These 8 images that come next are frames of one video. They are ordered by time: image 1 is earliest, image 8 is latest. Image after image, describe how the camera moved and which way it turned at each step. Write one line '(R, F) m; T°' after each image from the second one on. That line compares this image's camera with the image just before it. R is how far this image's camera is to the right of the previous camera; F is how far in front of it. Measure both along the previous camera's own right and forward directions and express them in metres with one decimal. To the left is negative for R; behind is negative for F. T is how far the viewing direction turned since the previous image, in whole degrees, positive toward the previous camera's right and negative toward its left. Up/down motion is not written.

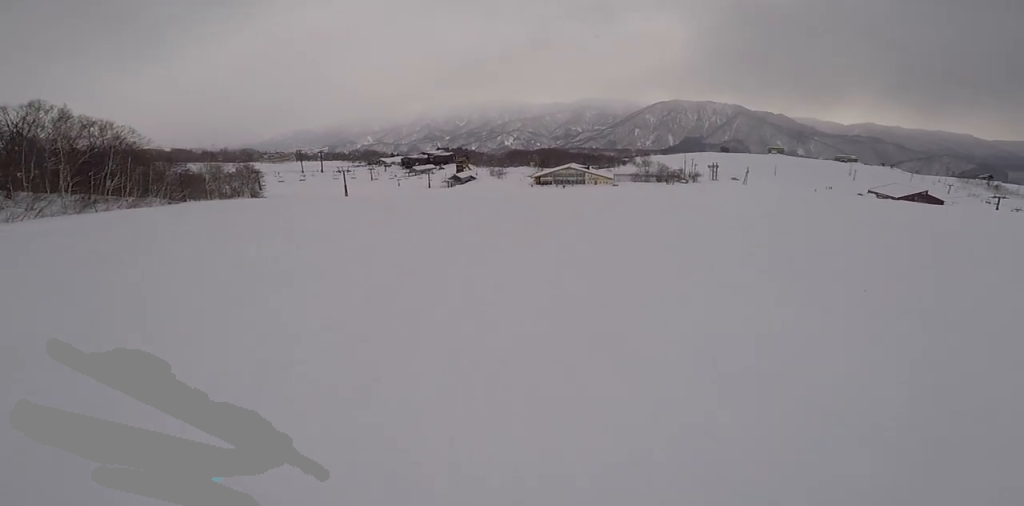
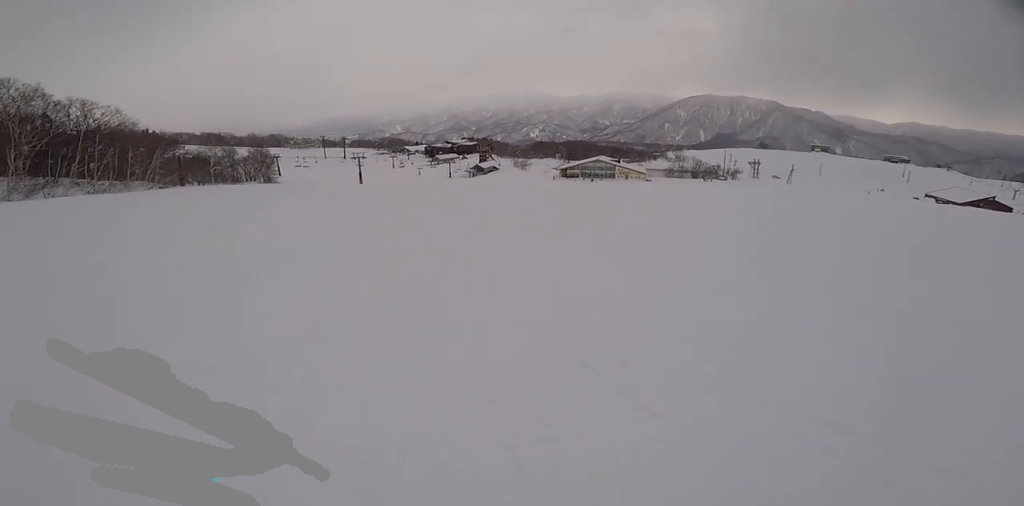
(-0.1, +10.1) m; 0°
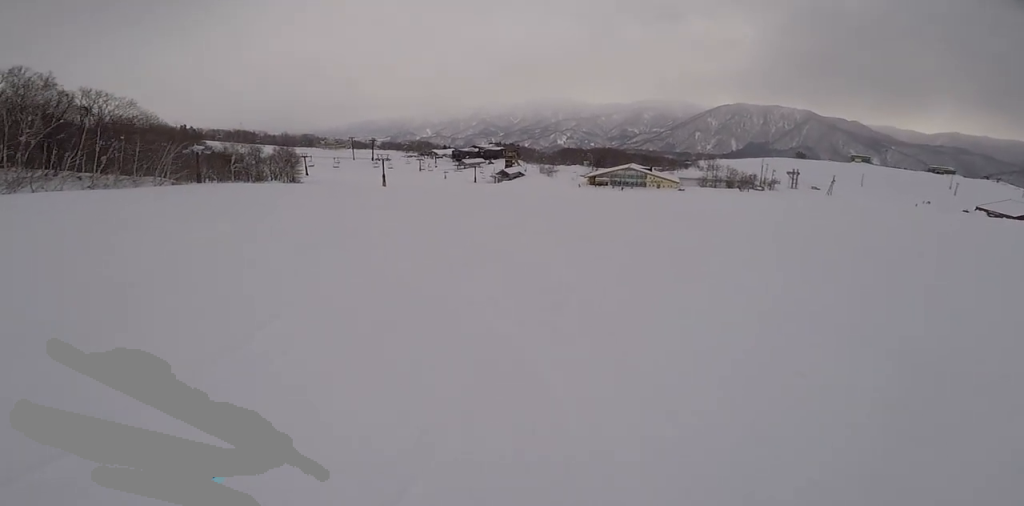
(+0.1, +5.4) m; 0°
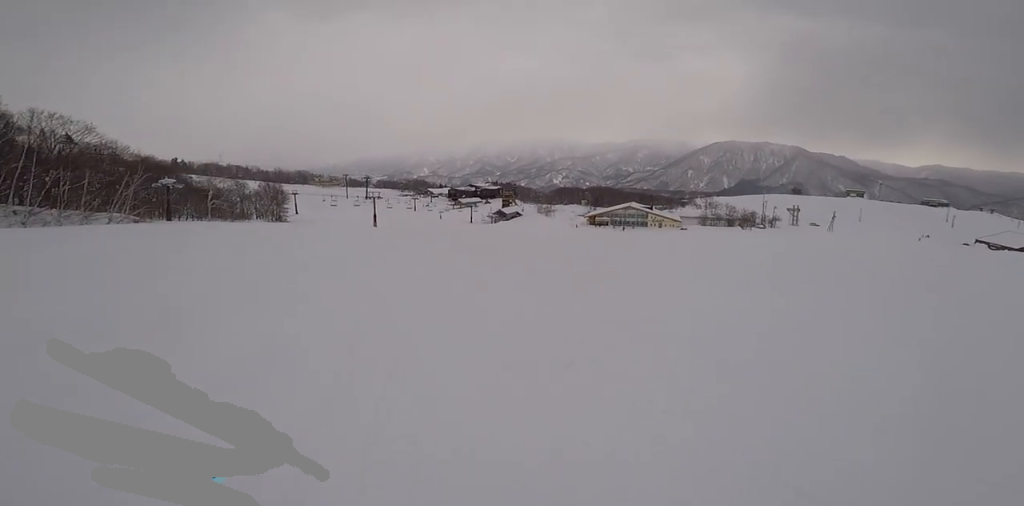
(-0.6, +6.8) m; +3°
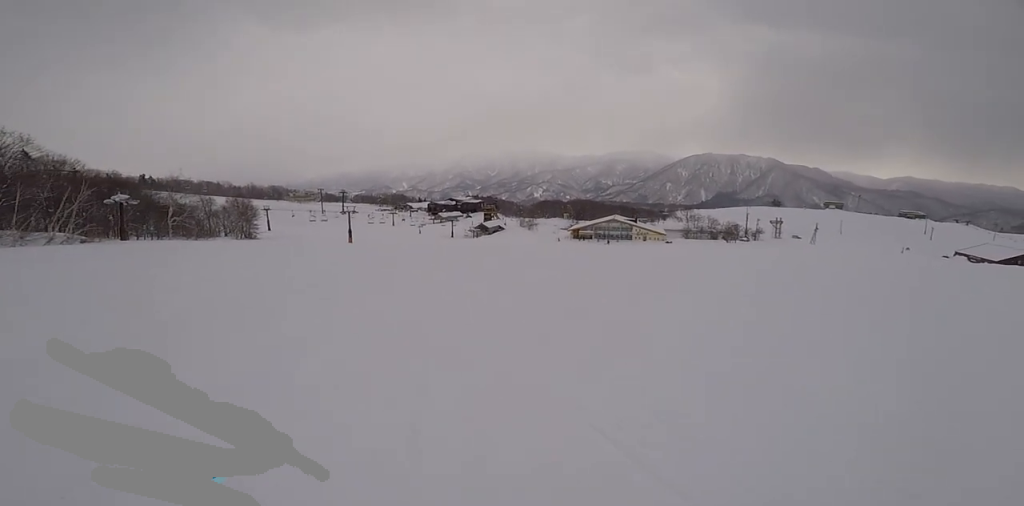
(+0.7, +4.6) m; +7°
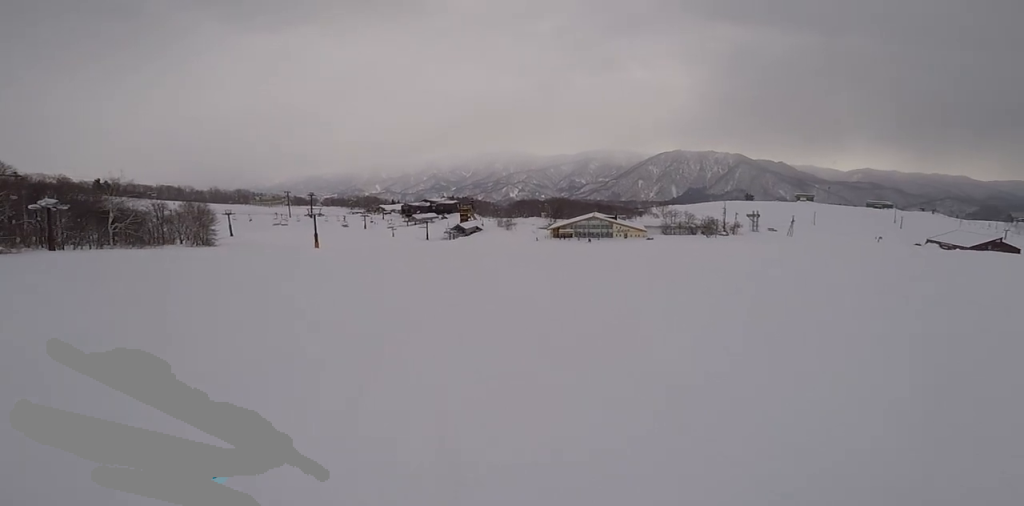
(+0.2, +6.4) m; +2°
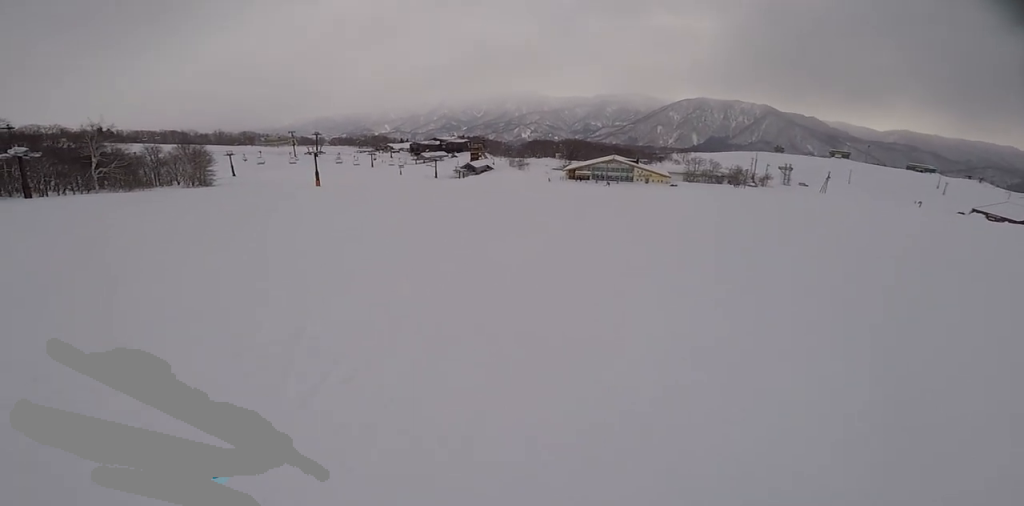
(0.0, +6.5) m; 0°
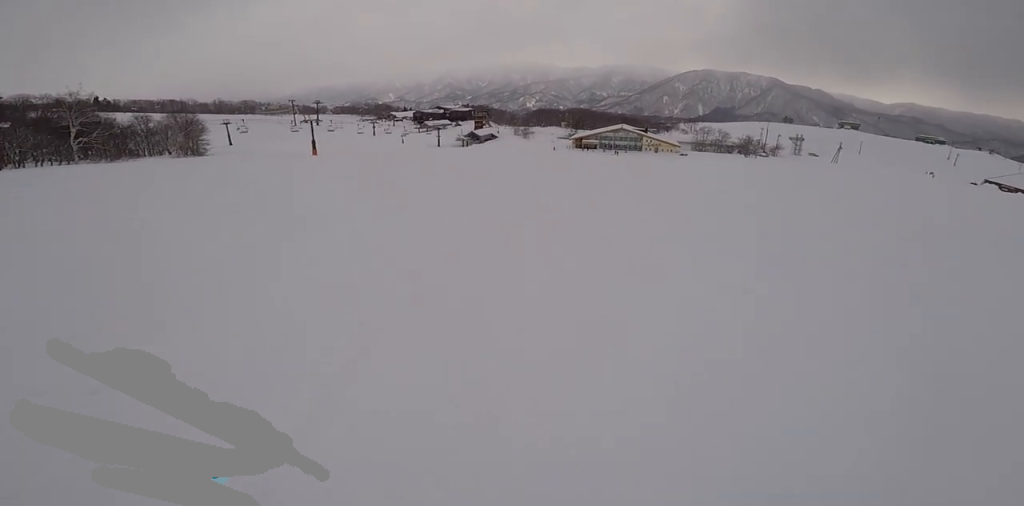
(0.0, +4.3) m; 0°
